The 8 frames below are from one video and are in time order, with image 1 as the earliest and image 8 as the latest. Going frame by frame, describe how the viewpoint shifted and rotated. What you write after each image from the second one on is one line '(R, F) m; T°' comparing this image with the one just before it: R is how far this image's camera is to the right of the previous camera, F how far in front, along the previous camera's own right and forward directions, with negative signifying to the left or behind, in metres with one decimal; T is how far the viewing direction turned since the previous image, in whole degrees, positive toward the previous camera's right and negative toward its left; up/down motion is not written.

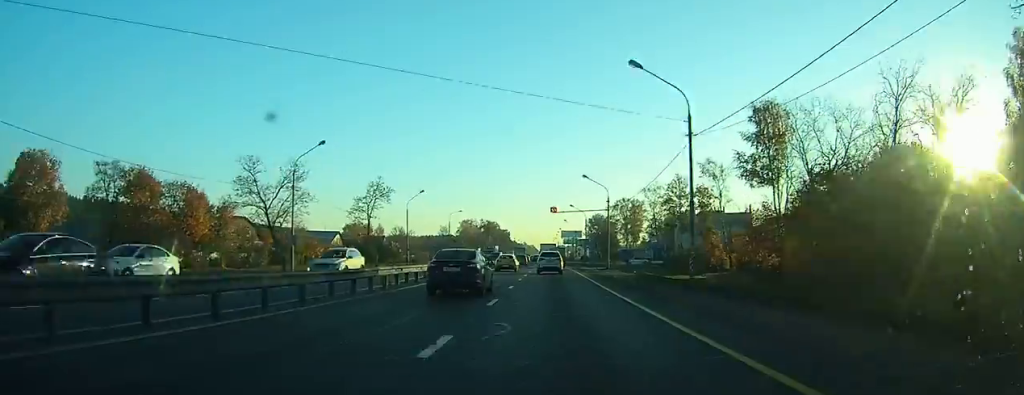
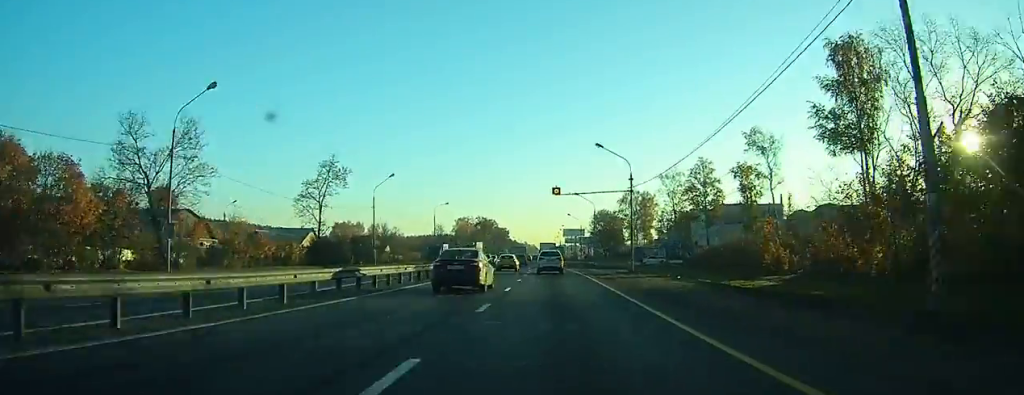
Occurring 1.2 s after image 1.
(0.0, +17.7) m; 0°
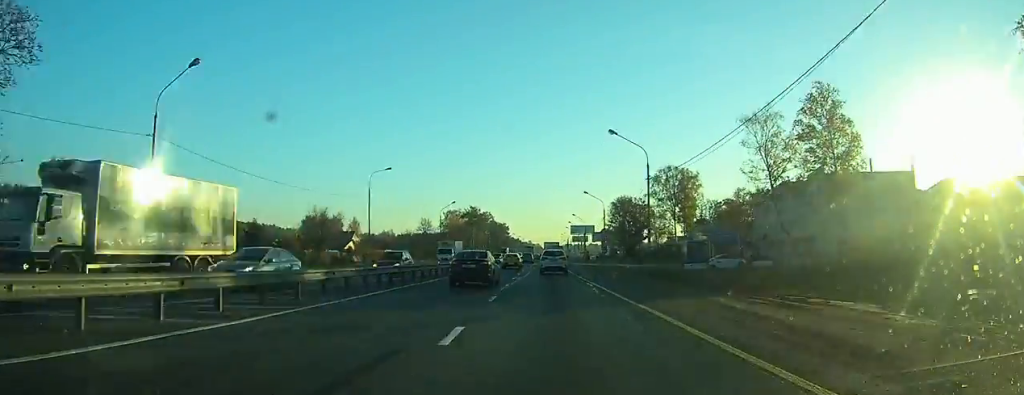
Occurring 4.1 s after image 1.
(-0.4, +42.9) m; -1°
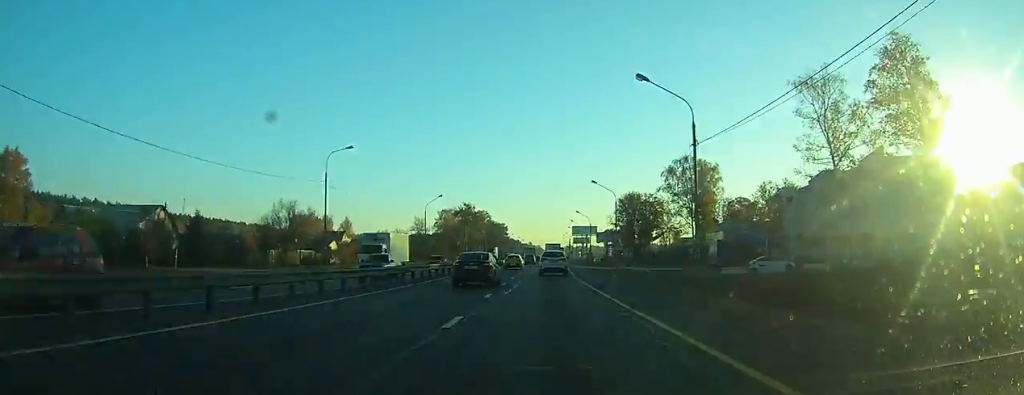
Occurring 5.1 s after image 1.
(0.0, +14.6) m; 0°
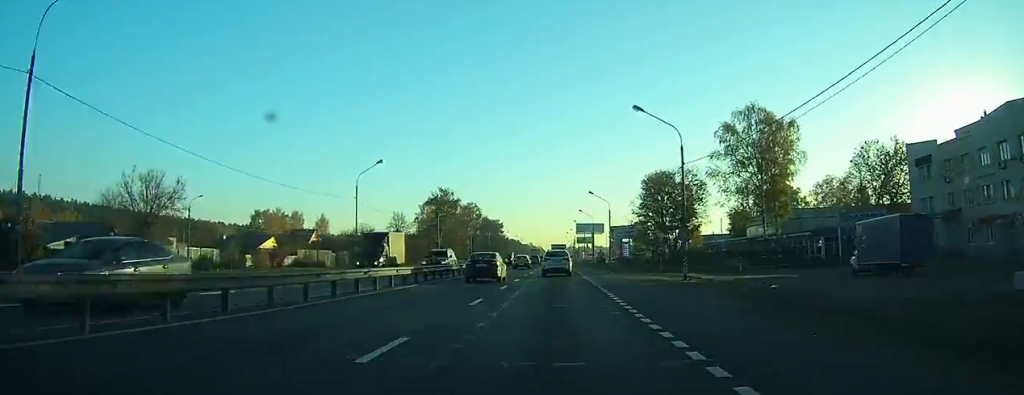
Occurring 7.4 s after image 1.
(-0.1, +37.2) m; 0°
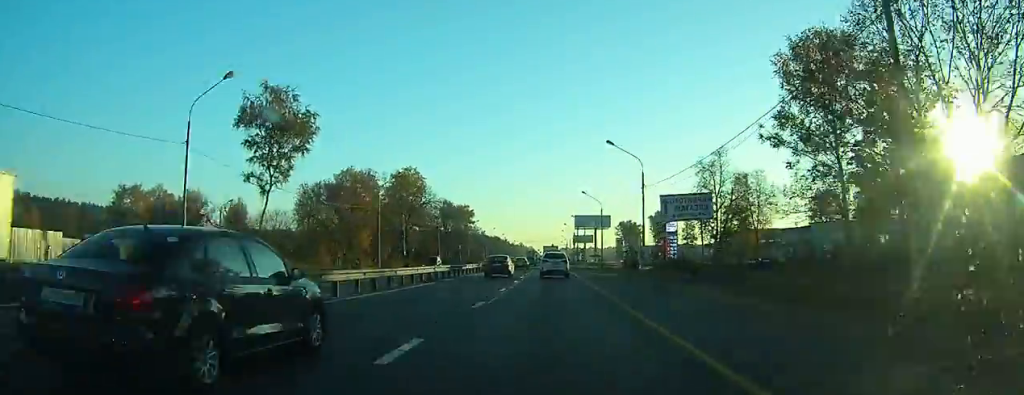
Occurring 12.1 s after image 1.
(+0.8, +72.3) m; +1°
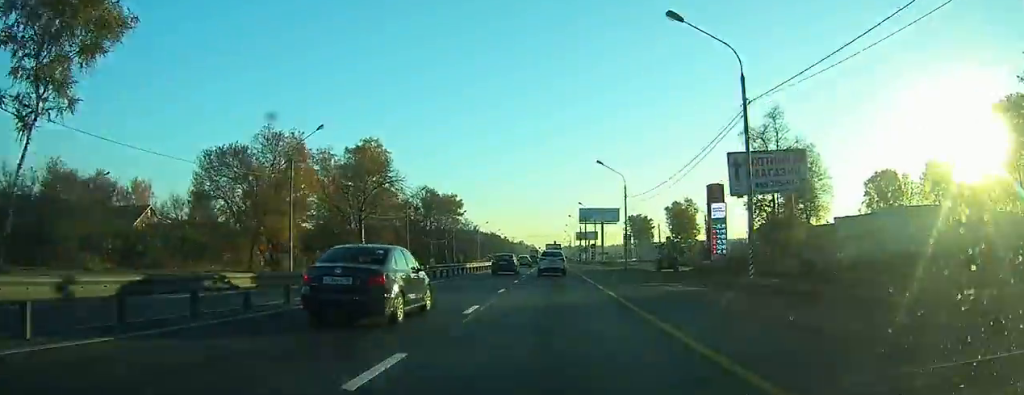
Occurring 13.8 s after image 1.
(0.0, +24.9) m; 0°
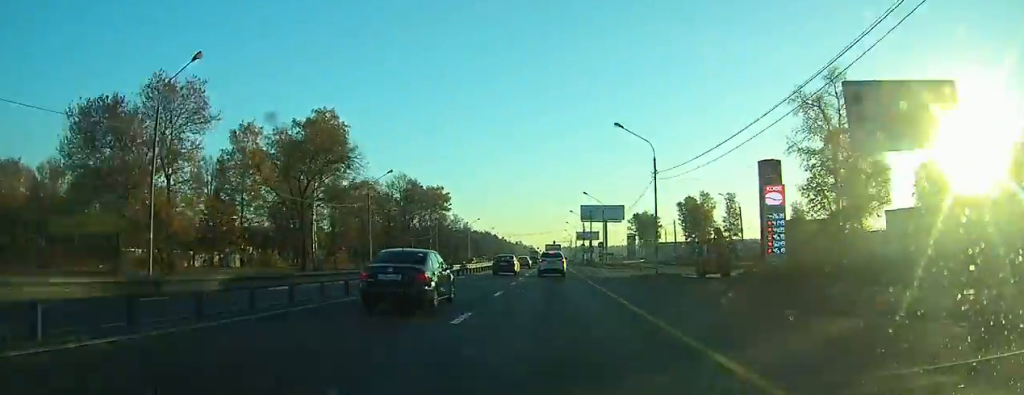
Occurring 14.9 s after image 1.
(0.0, +17.8) m; 0°
